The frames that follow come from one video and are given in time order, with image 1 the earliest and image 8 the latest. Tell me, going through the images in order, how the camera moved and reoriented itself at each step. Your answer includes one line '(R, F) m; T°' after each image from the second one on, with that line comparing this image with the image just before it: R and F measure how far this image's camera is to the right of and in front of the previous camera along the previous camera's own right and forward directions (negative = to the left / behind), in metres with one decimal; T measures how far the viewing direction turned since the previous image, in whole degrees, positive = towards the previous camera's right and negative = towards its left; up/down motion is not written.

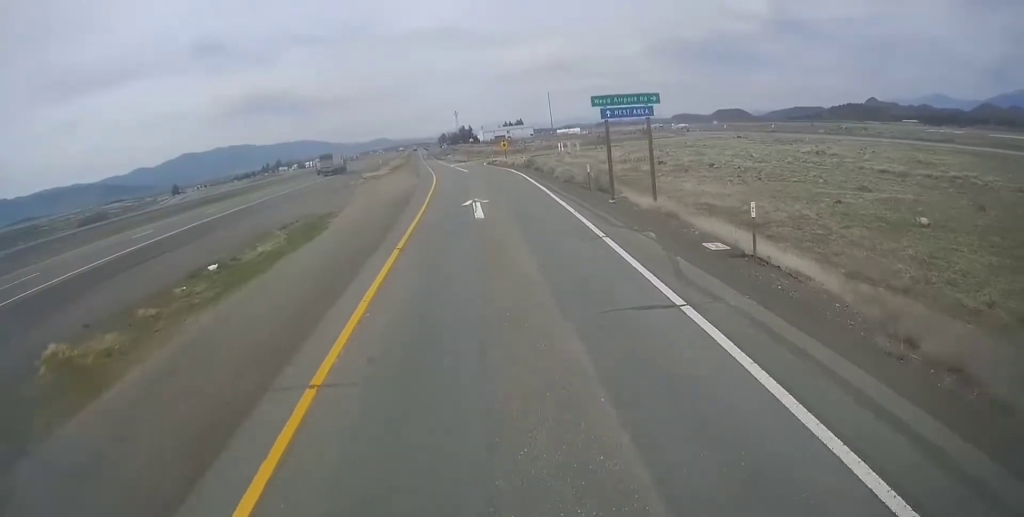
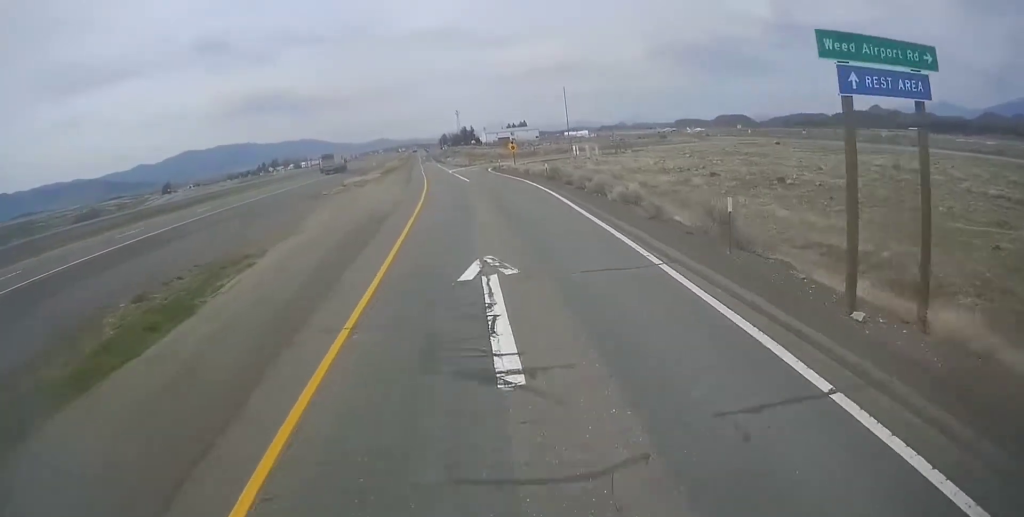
(+0.1, +15.7) m; 0°
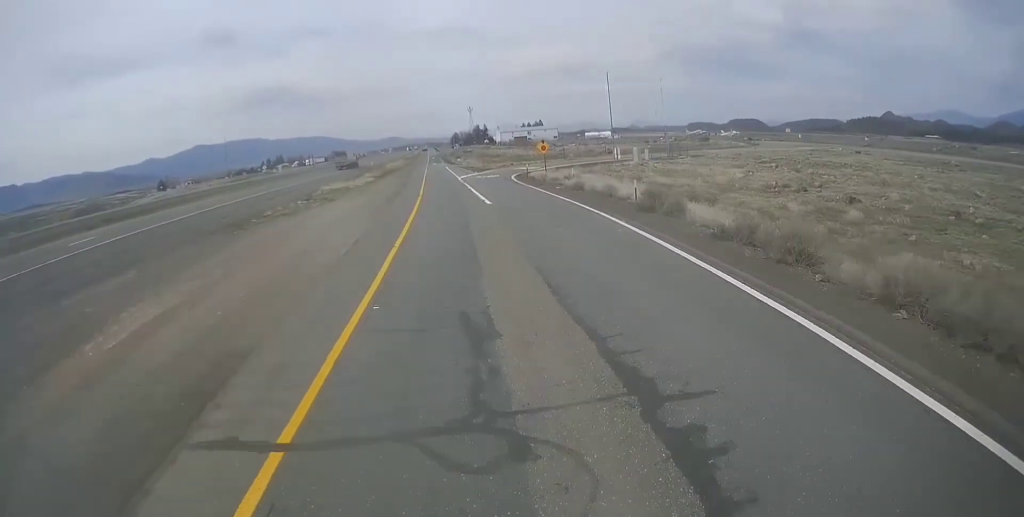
(-0.2, +19.8) m; +1°
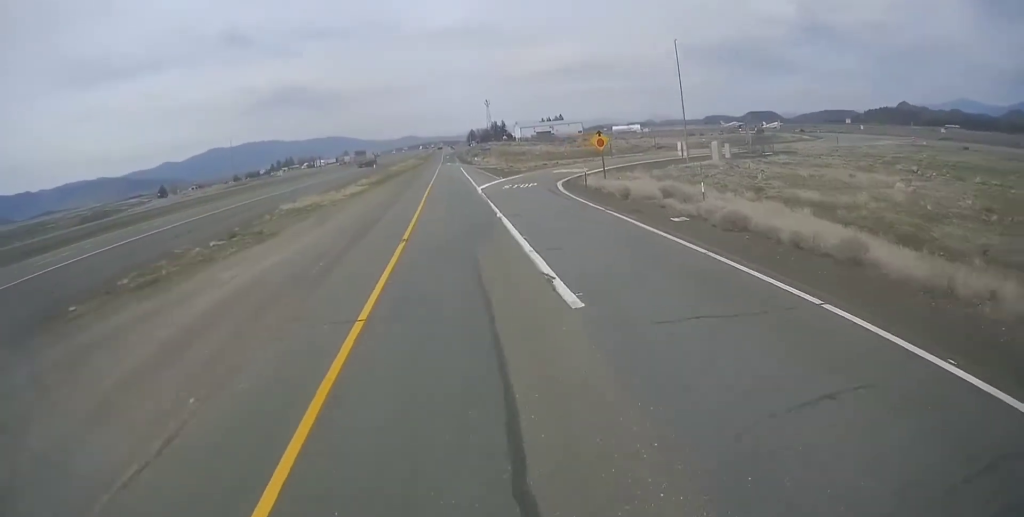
(+0.7, +19.4) m; -2°
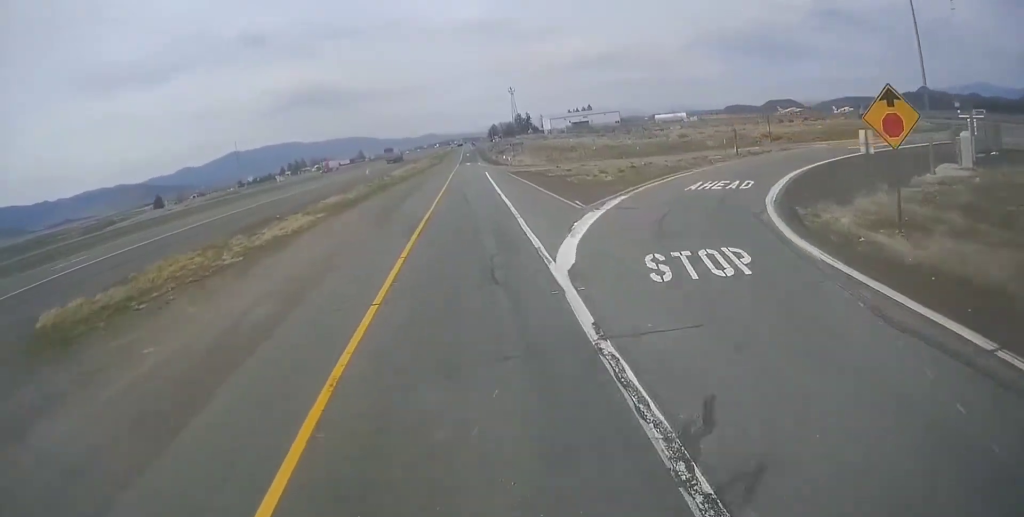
(-1.9, +28.2) m; -3°
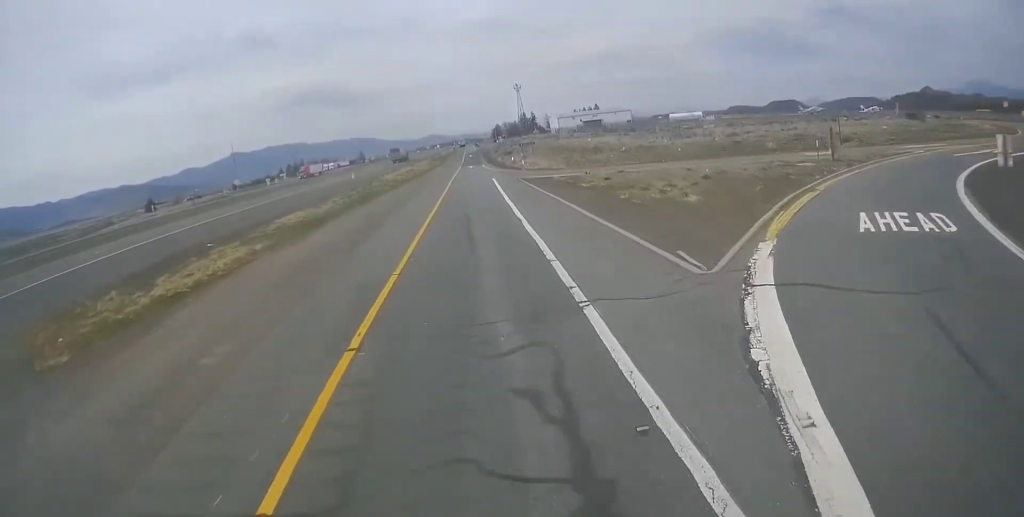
(+0.2, +11.6) m; 0°
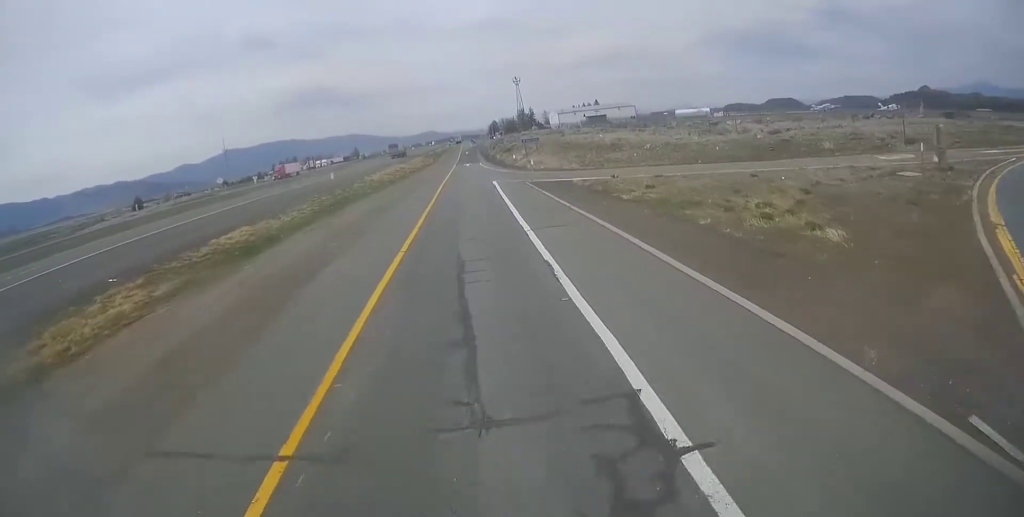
(+0.3, +8.8) m; -1°
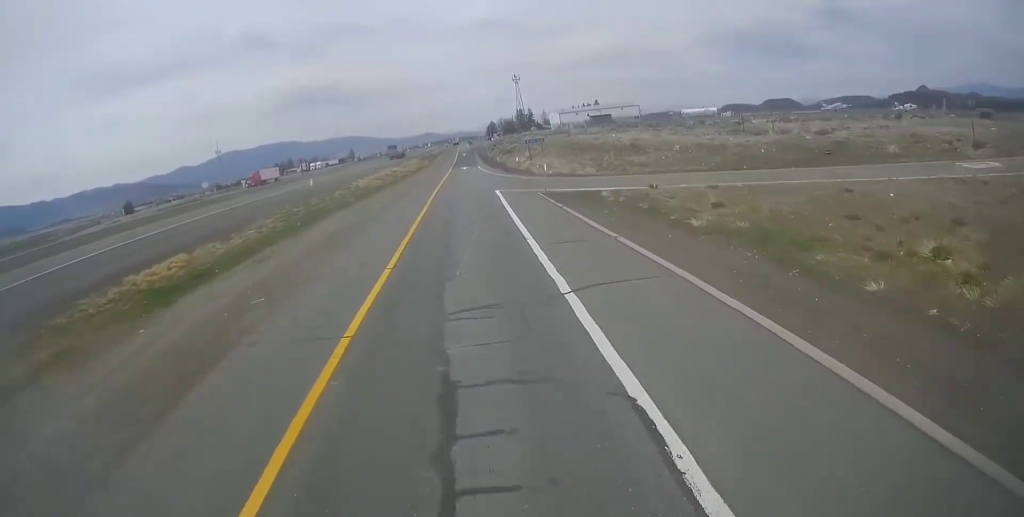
(-0.2, +7.3) m; -1°
